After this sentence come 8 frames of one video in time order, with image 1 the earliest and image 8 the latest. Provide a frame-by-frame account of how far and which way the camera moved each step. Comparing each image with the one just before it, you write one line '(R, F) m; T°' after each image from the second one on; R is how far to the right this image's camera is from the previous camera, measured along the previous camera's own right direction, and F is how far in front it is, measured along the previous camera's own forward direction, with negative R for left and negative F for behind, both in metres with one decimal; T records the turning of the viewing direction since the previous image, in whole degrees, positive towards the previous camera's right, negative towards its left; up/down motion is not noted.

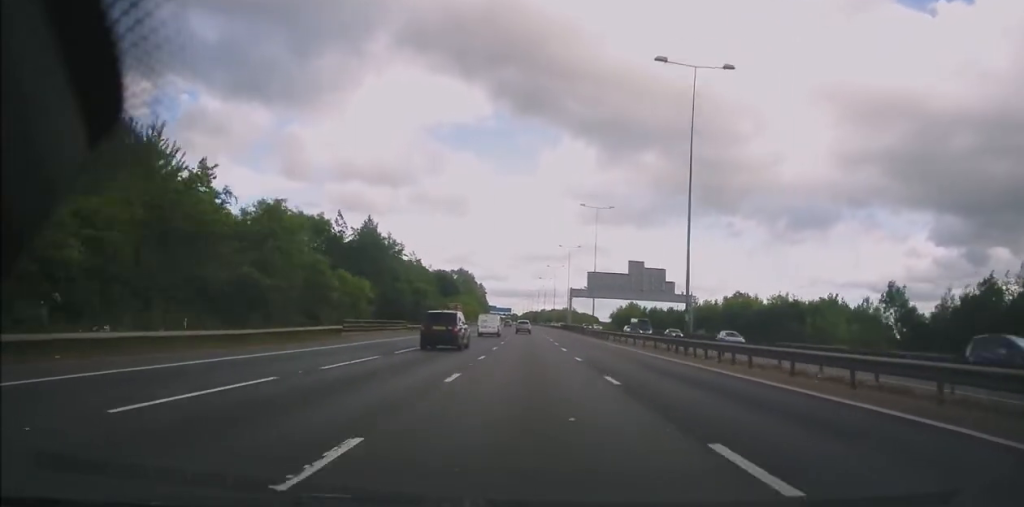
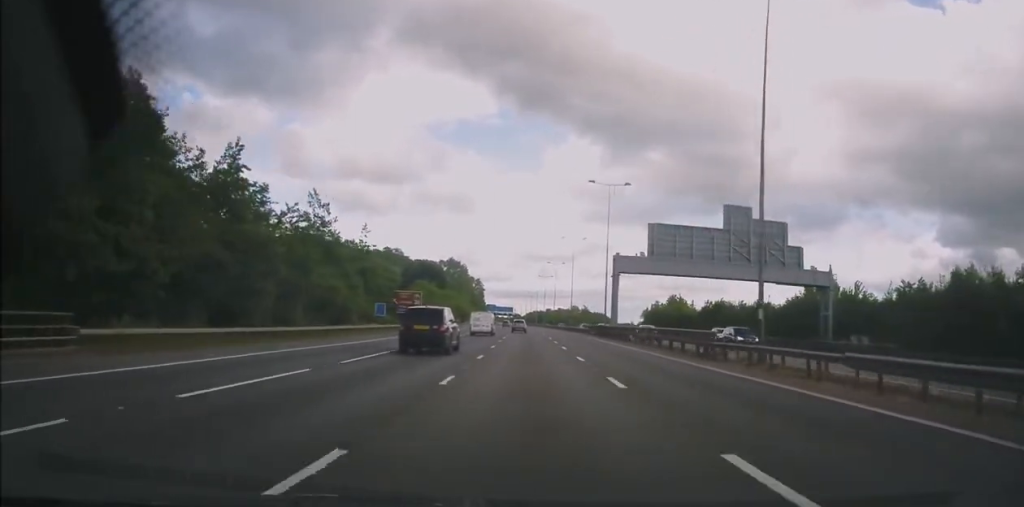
(-0.5, +51.5) m; 0°
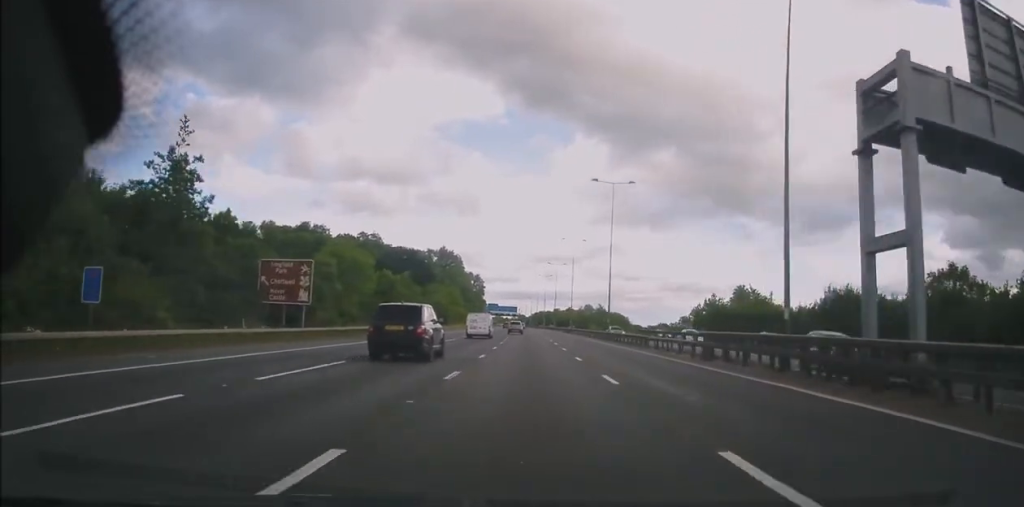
(-0.1, +41.7) m; -1°
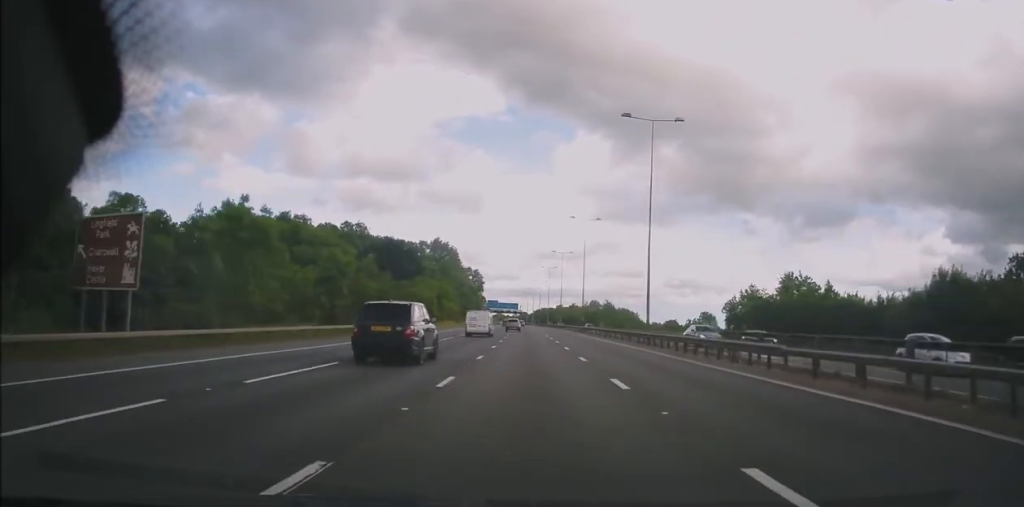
(-0.1, +18.4) m; 0°
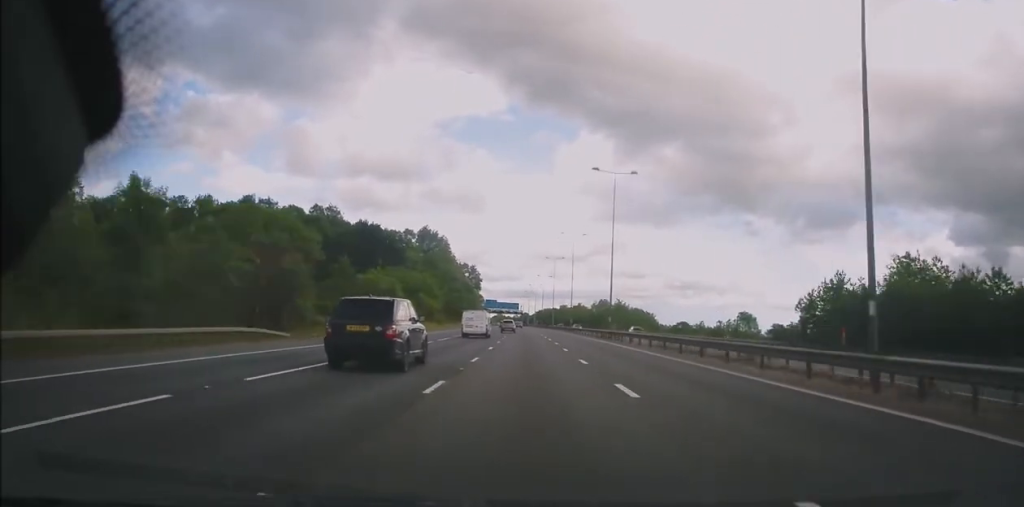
(+0.1, +26.7) m; +1°
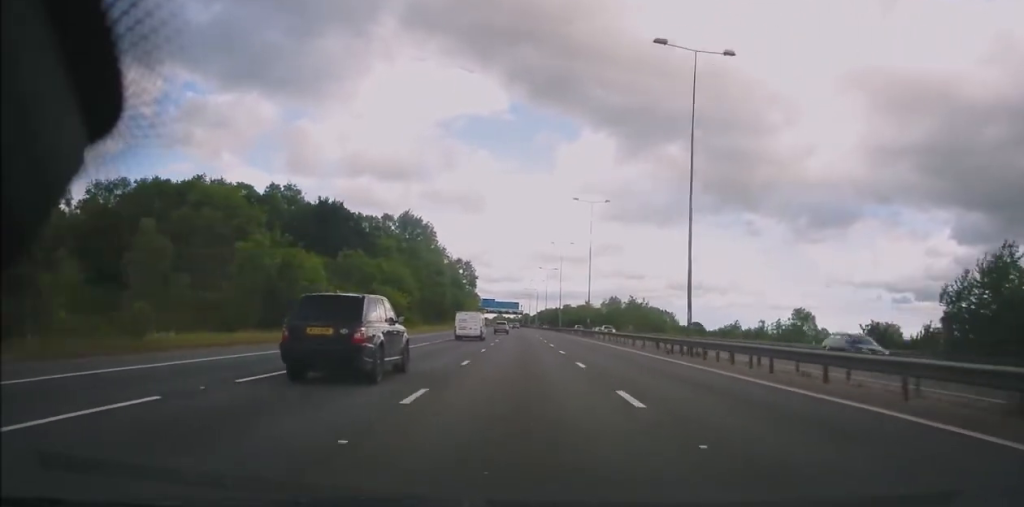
(+0.4, +26.9) m; 0°
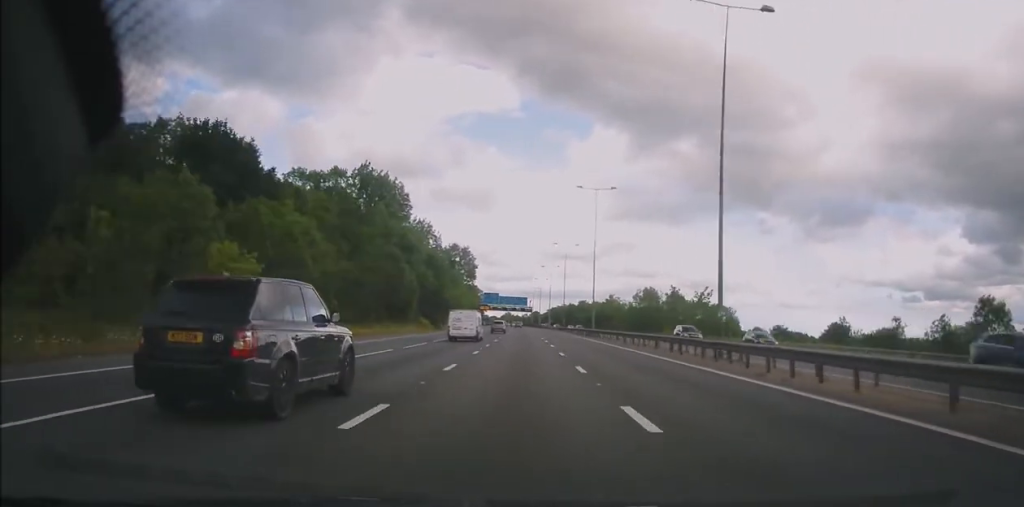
(-0.8, +44.5) m; -1°
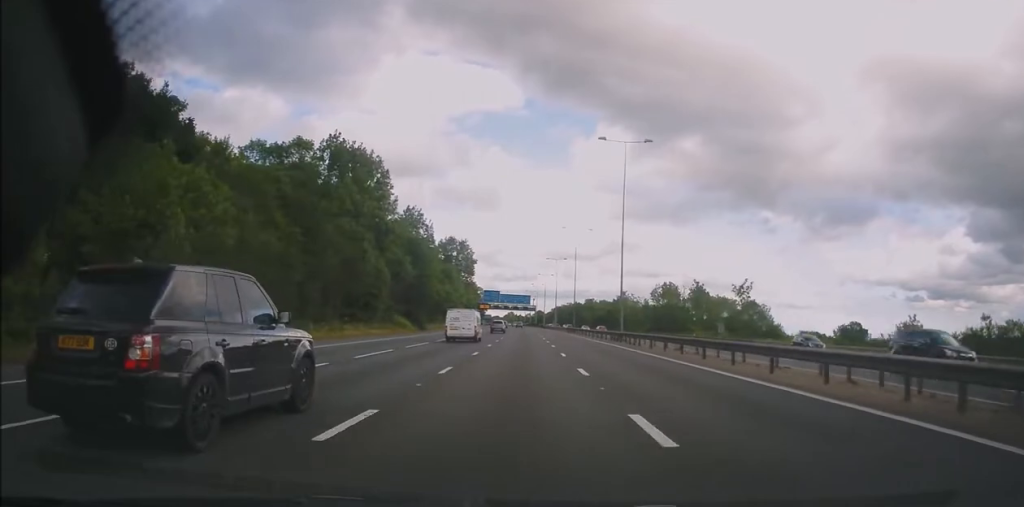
(+0.1, +17.6) m; -1°
